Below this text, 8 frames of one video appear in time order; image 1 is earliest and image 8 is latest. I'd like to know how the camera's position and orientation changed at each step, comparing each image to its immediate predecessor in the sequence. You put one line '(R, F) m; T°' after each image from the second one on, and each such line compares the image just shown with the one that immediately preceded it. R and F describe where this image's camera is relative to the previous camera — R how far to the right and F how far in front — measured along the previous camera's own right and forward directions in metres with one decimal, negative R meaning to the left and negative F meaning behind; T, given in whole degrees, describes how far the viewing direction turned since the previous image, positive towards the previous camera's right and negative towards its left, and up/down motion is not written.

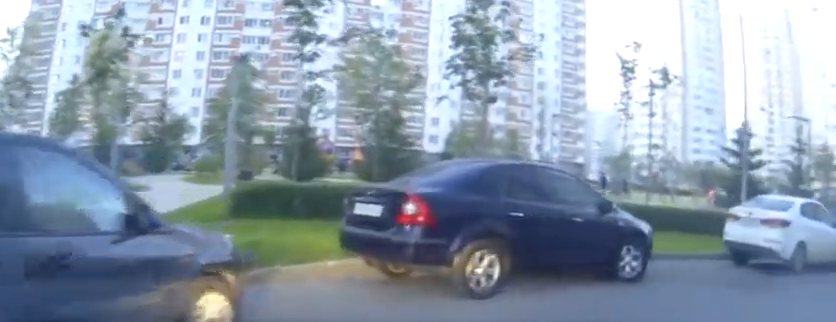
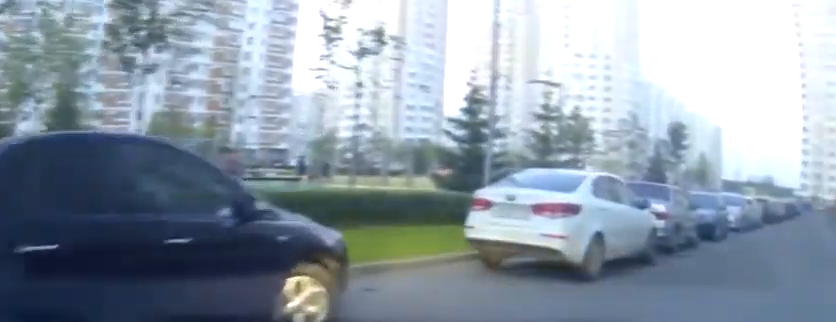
(+0.4, +4.3) m; +14°
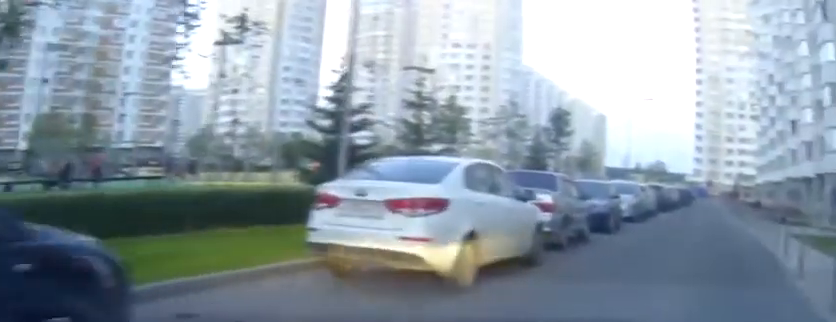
(+0.3, +1.5) m; +14°
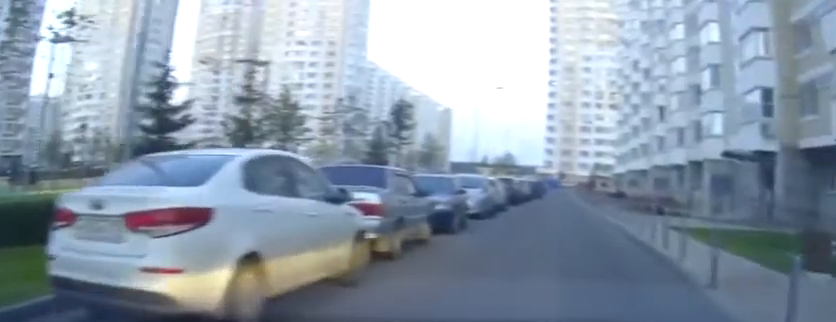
(+0.3, +1.9) m; +15°
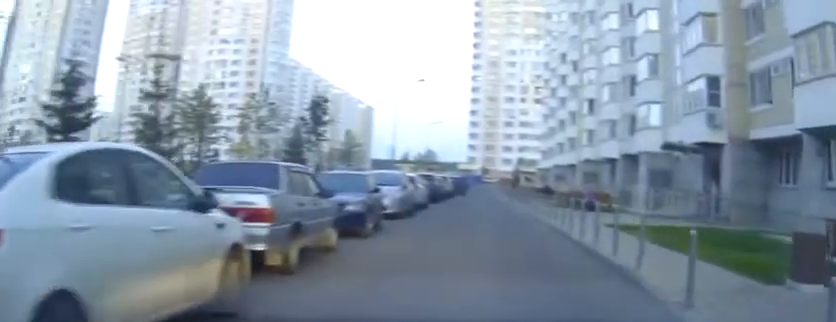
(+0.2, +1.2) m; +7°
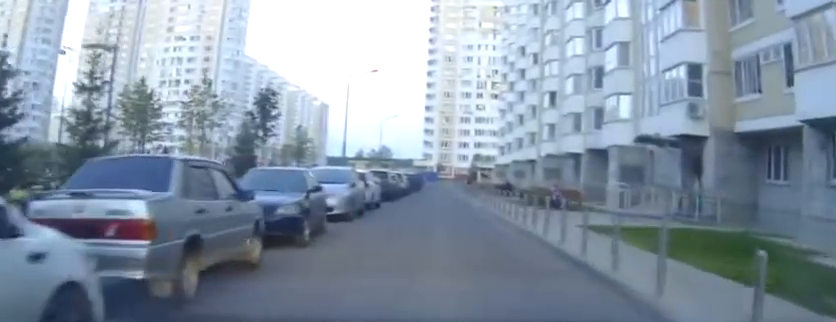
(+0.1, +1.6) m; -1°
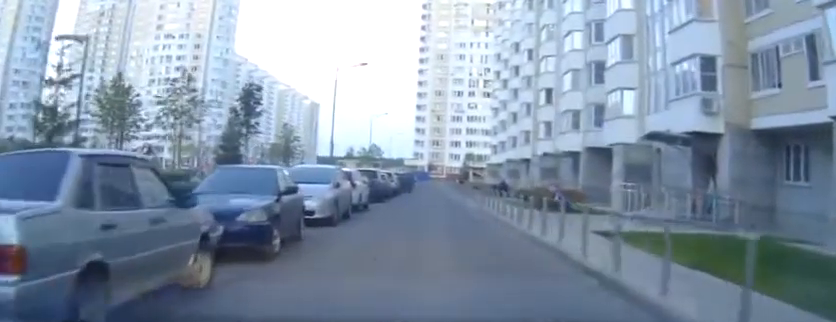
(+0.1, +1.3) m; -4°
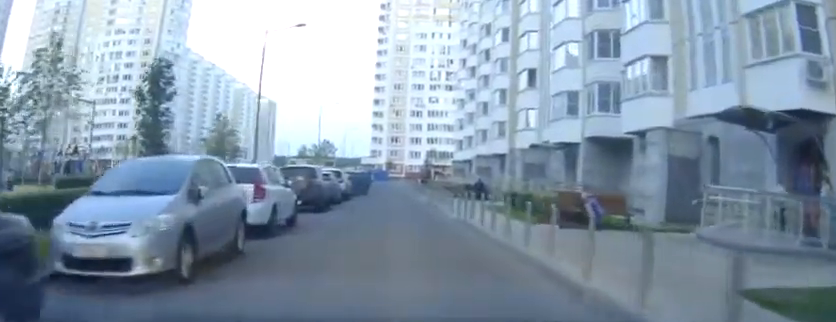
(-0.6, +6.7) m; +5°
